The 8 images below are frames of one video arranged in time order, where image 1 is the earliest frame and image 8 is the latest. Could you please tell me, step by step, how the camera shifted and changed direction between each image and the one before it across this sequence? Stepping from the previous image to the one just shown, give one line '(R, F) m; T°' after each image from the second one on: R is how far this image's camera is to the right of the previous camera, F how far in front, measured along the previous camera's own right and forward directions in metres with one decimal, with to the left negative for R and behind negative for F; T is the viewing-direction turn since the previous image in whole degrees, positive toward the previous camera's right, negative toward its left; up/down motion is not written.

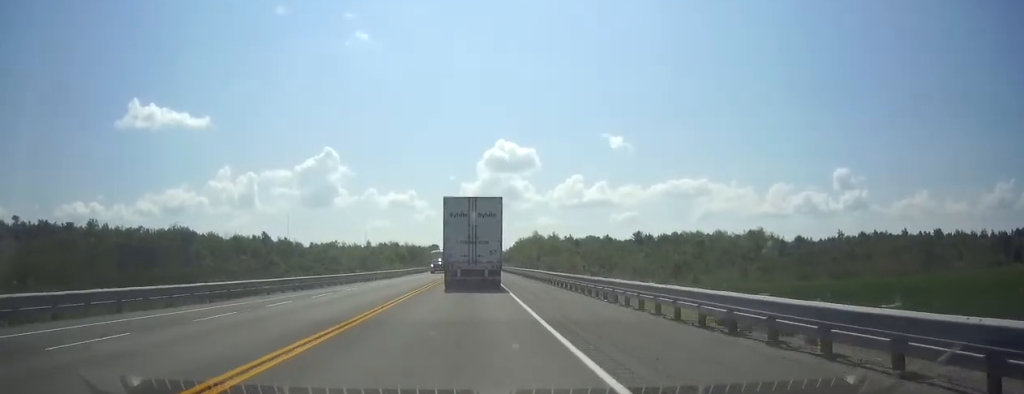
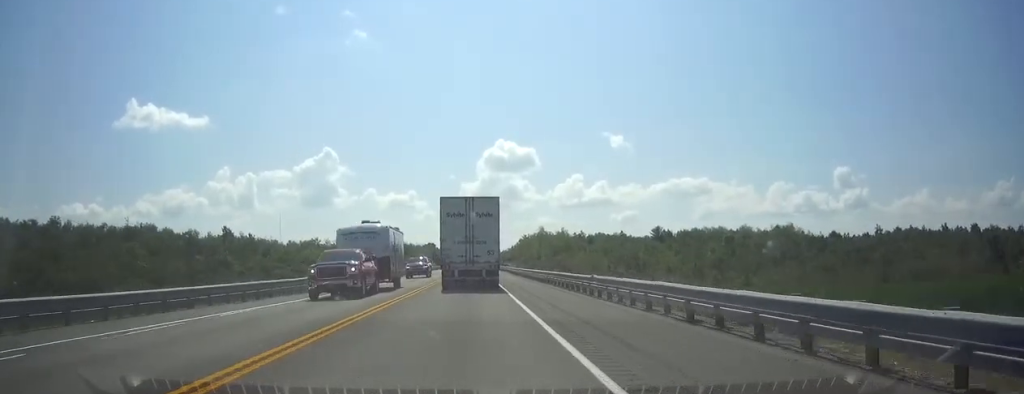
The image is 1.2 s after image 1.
(0.0, +33.6) m; 0°
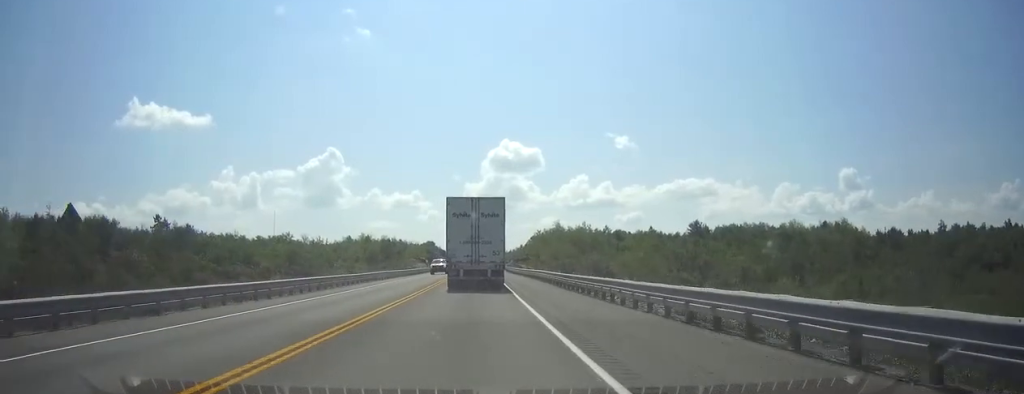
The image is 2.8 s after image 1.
(-0.1, +43.4) m; 0°
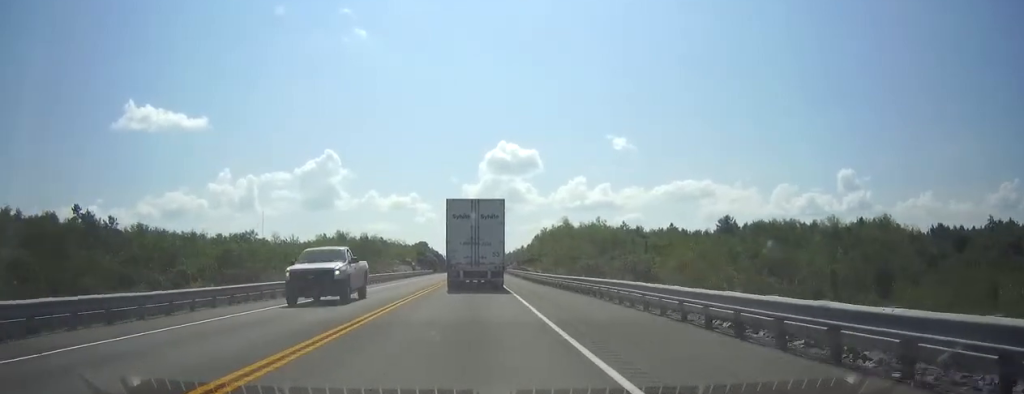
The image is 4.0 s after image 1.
(0.0, +31.6) m; 0°
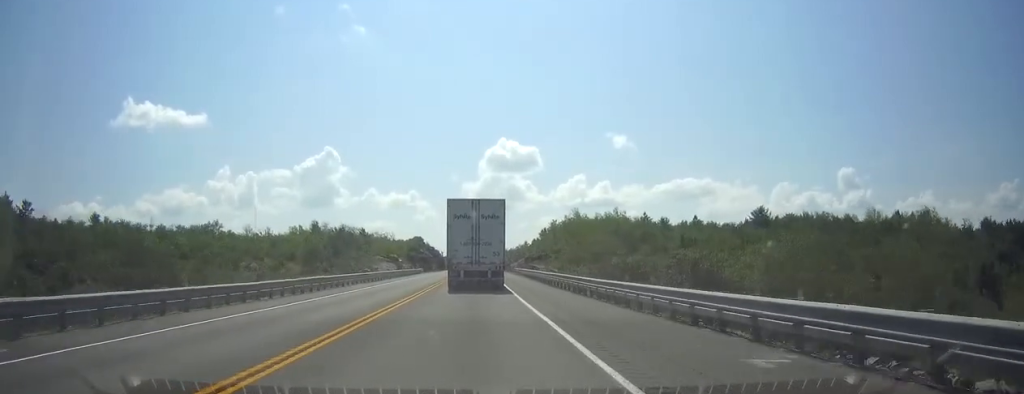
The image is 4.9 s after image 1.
(0.0, +25.2) m; 0°
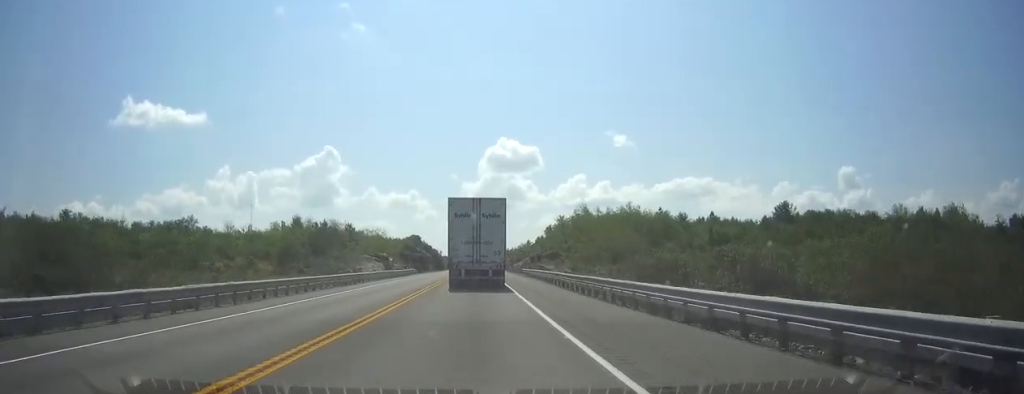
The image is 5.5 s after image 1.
(0.0, +14.4) m; 0°
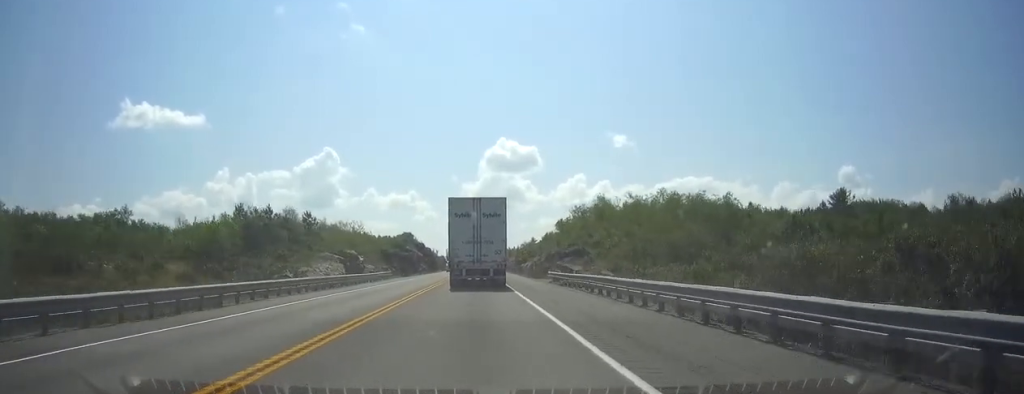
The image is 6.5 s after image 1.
(+0.1, +28.1) m; 0°
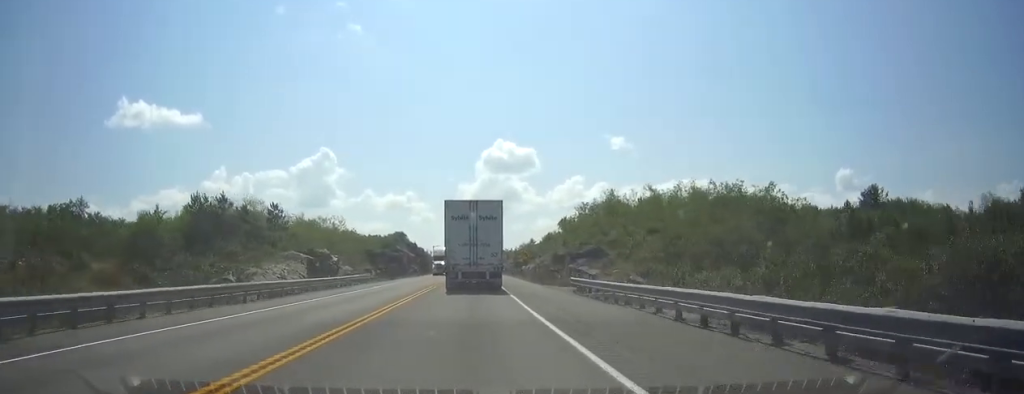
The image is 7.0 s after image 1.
(0.0, +13.6) m; 0°
